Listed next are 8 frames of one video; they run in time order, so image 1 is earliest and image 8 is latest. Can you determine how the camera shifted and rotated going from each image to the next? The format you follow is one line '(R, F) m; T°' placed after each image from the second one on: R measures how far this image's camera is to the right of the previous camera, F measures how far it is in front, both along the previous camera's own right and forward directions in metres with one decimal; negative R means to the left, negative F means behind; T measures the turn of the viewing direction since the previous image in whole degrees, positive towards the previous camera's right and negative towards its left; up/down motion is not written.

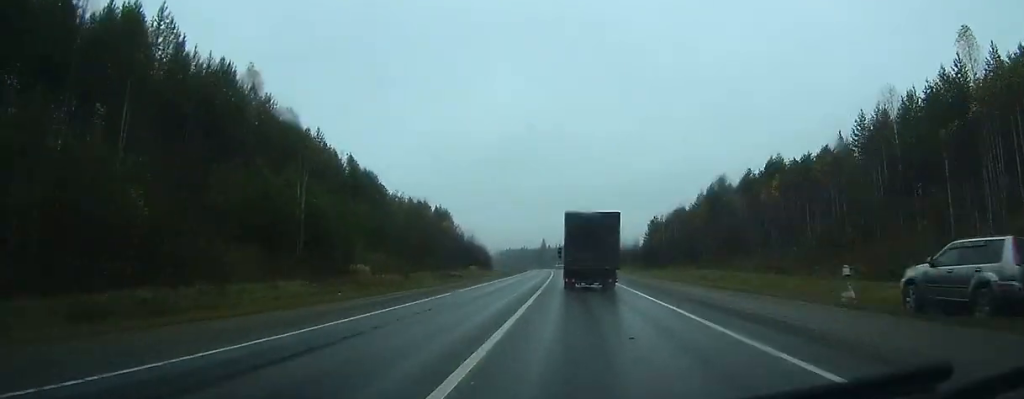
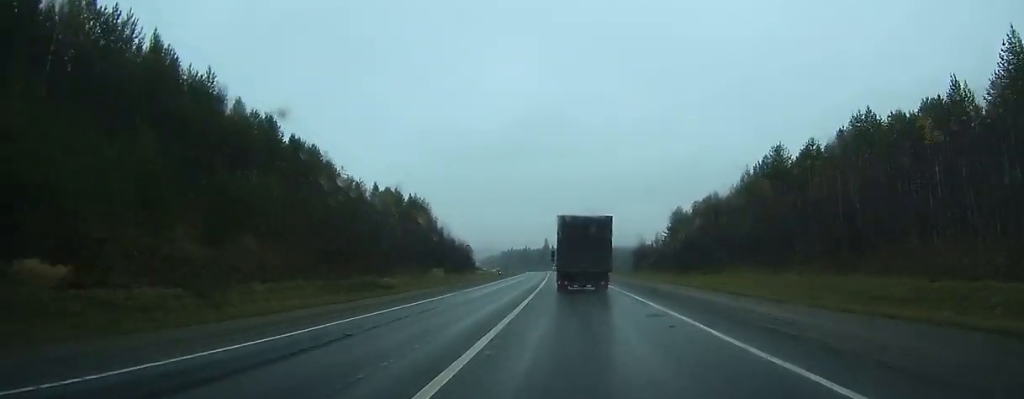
(-0.3, +26.5) m; -1°
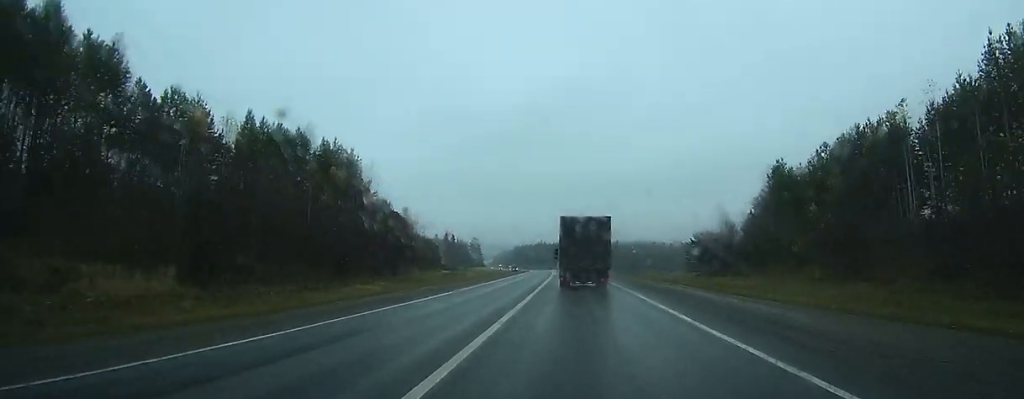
(-0.4, +48.9) m; -1°
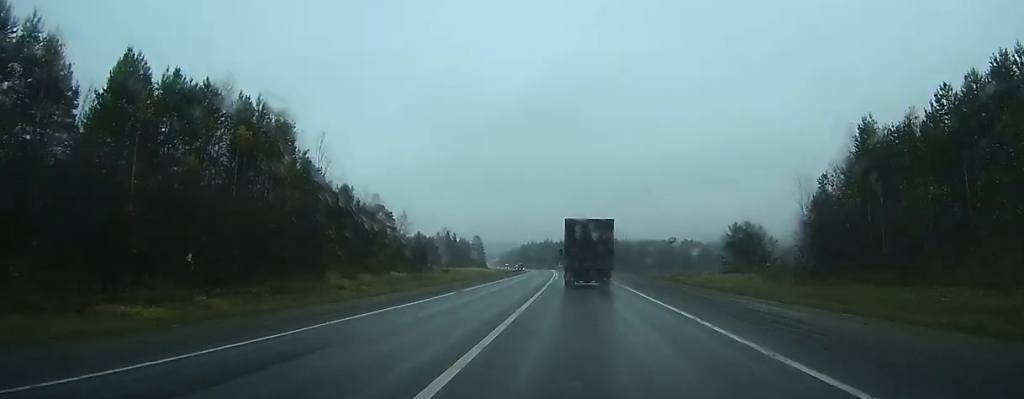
(-0.3, +20.2) m; -1°
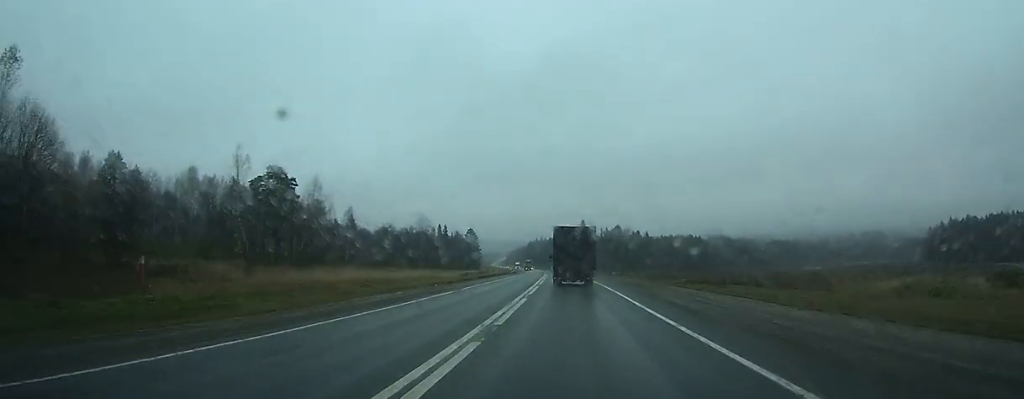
(-0.9, +69.3) m; -1°
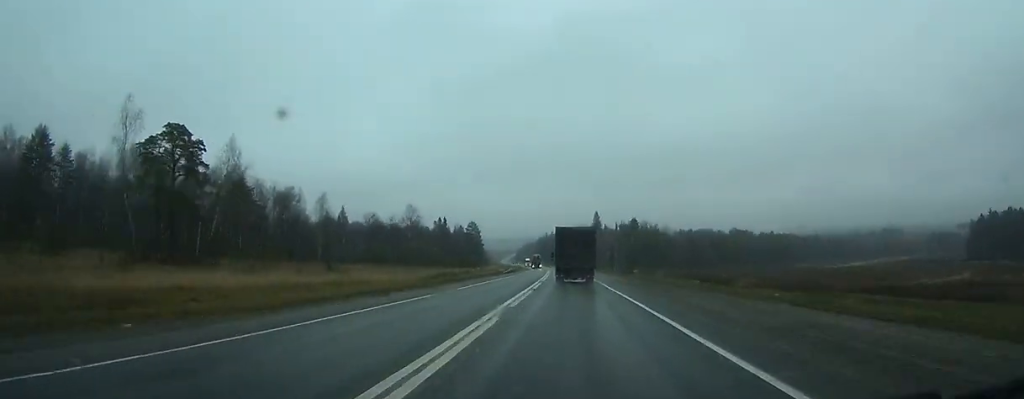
(-0.1, +34.0) m; -1°
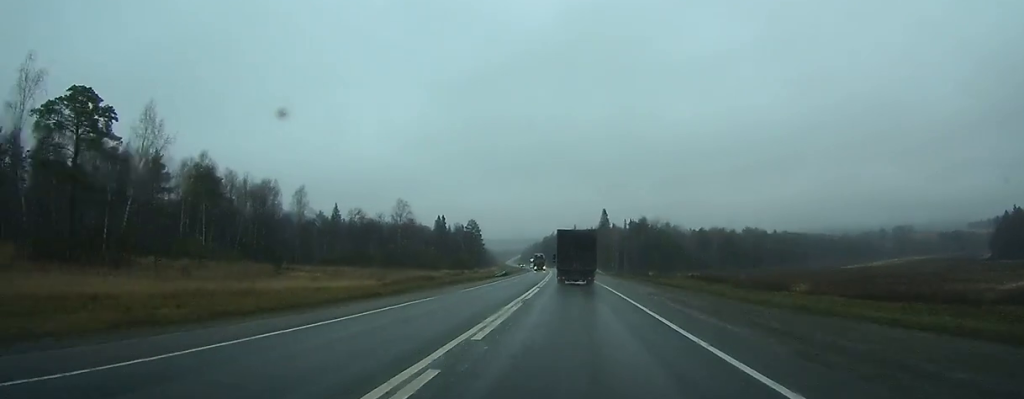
(0.0, +19.4) m; 0°
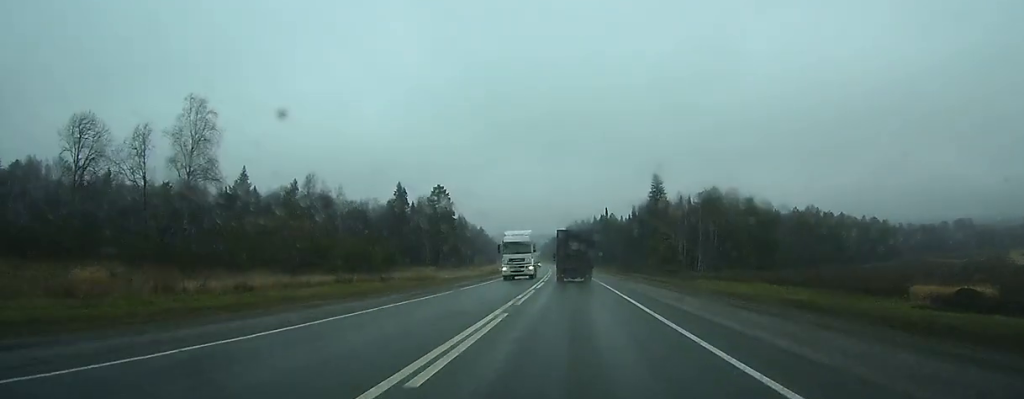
(-3.6, +114.1) m; -4°
